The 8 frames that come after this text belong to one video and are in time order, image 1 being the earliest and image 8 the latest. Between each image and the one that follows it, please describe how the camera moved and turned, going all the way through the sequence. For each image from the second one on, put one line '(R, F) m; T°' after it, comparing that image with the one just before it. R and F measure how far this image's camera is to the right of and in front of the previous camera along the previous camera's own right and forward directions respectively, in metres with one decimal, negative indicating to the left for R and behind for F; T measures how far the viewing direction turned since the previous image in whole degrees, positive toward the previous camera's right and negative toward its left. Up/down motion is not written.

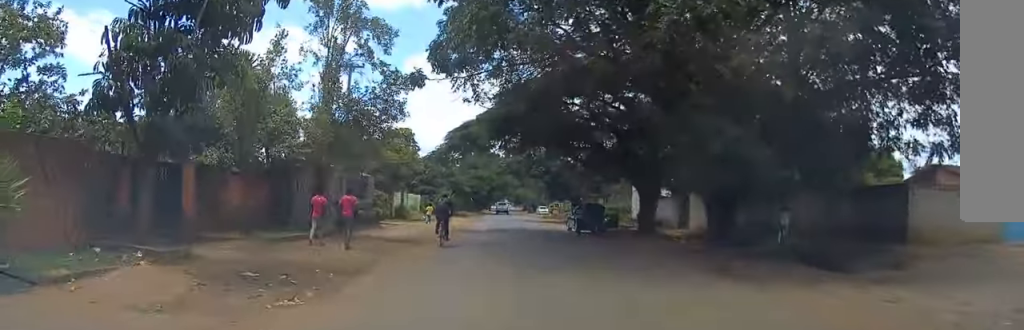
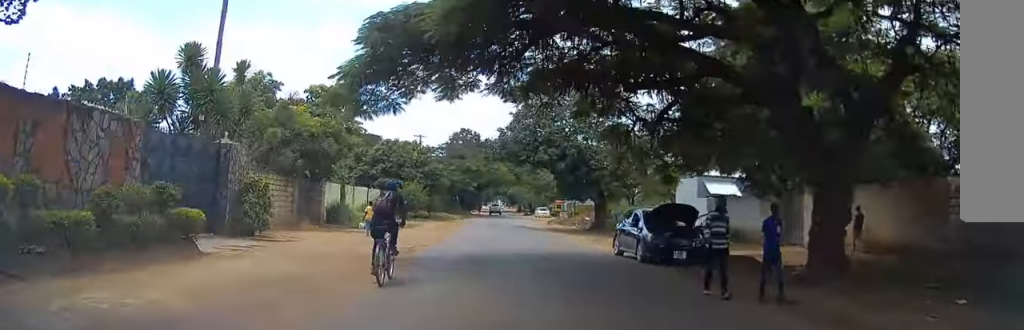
(+0.2, +18.8) m; +1°
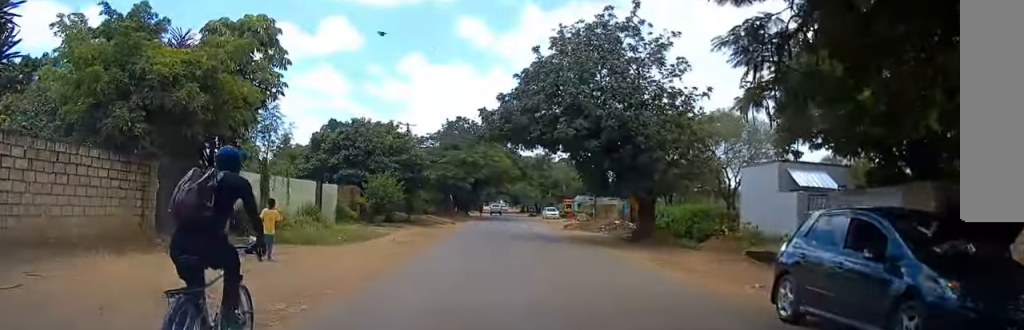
(-0.1, +12.6) m; -1°
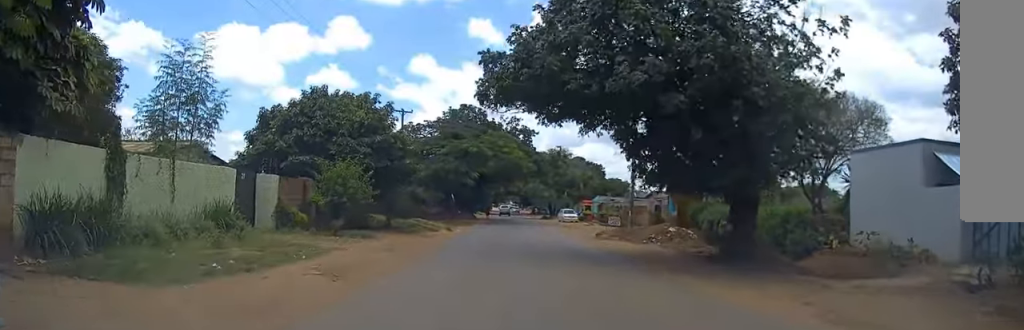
(-0.2, +10.8) m; 0°
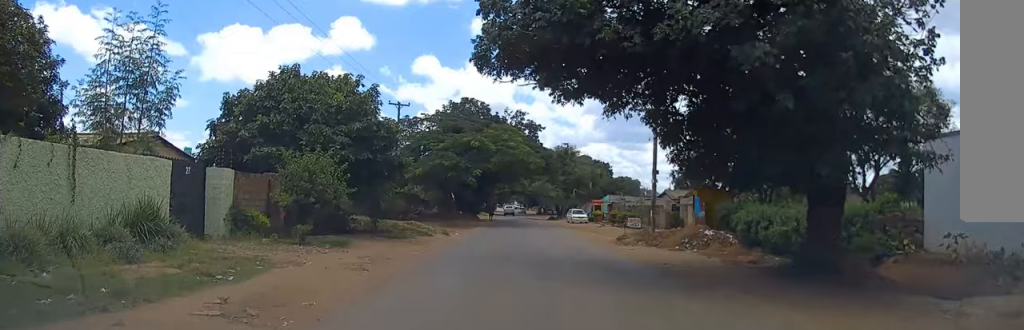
(+0.1, +4.6) m; -1°
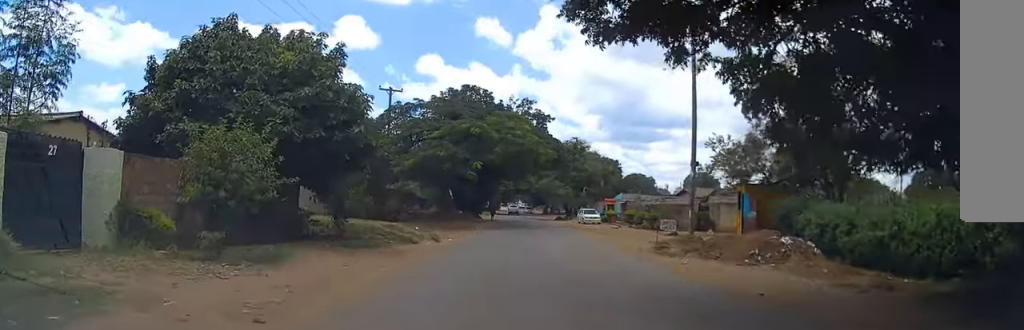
(+0.1, +6.5) m; -1°
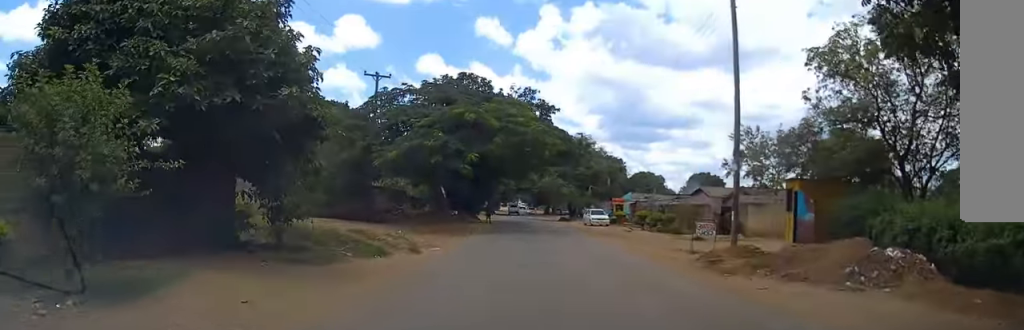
(-0.2, +5.4) m; 0°
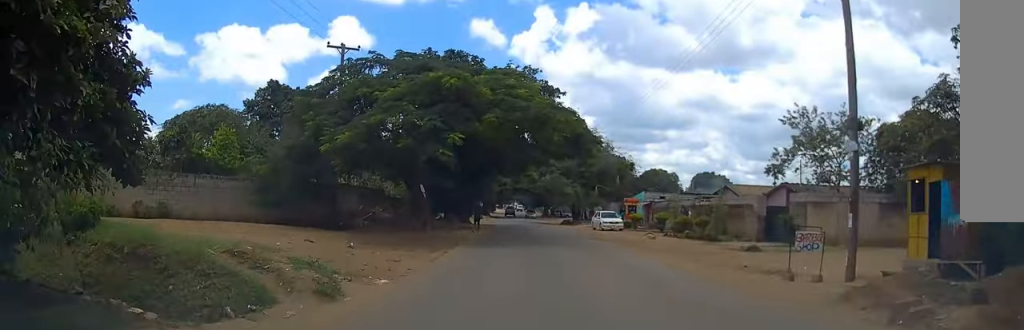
(+0.2, +8.7) m; +1°
